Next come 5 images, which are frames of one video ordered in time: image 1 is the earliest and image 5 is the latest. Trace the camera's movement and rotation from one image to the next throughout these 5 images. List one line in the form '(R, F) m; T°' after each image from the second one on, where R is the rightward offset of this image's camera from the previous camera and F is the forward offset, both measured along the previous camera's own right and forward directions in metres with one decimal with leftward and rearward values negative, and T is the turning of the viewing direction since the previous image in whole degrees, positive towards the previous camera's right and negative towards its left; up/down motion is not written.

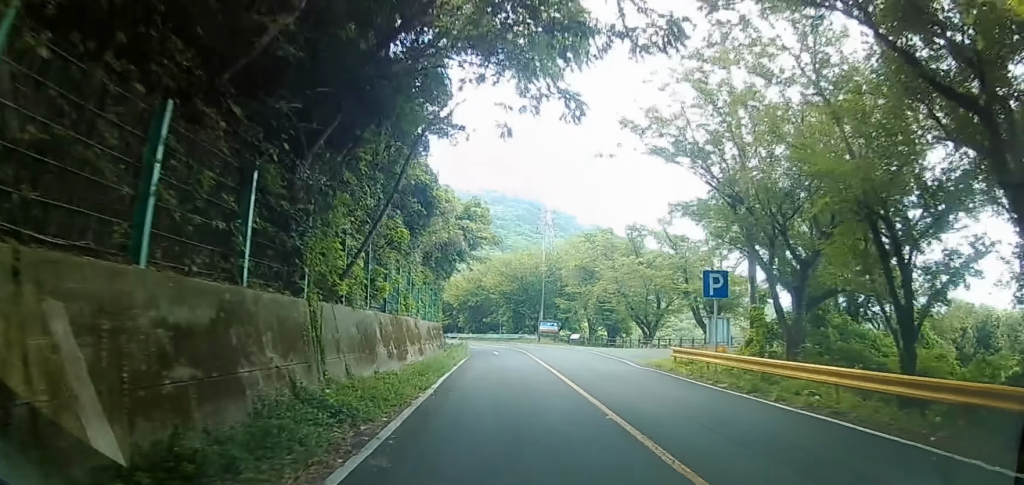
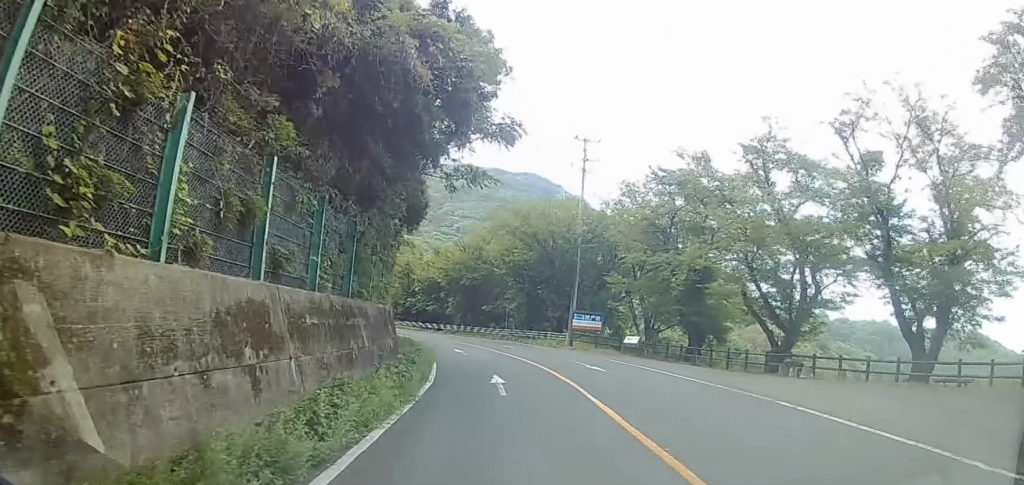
(+0.3, +21.7) m; +3°
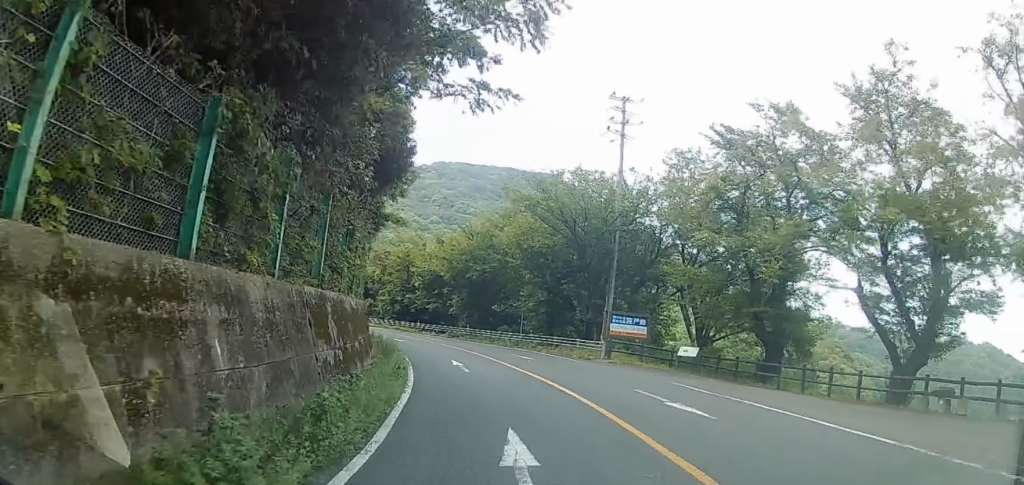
(-0.2, +8.2) m; 0°
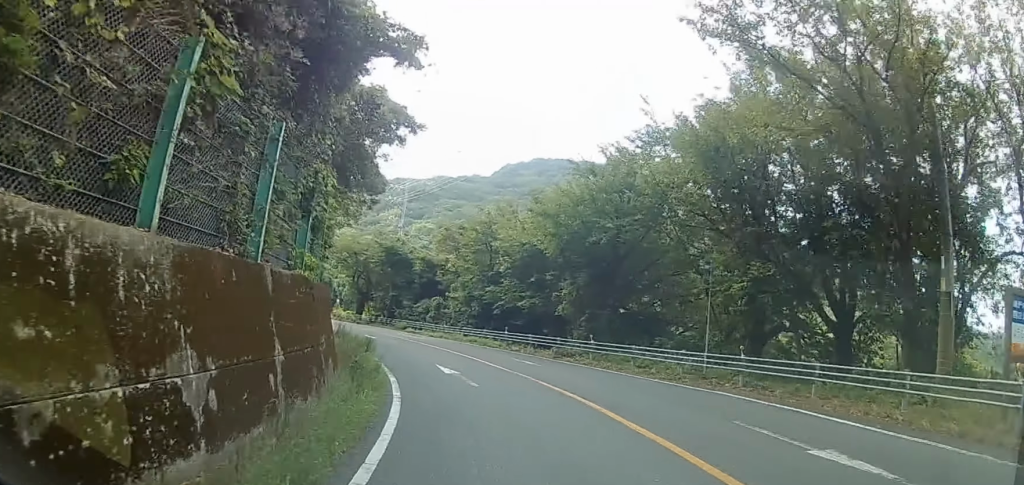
(-0.5, +19.2) m; -6°
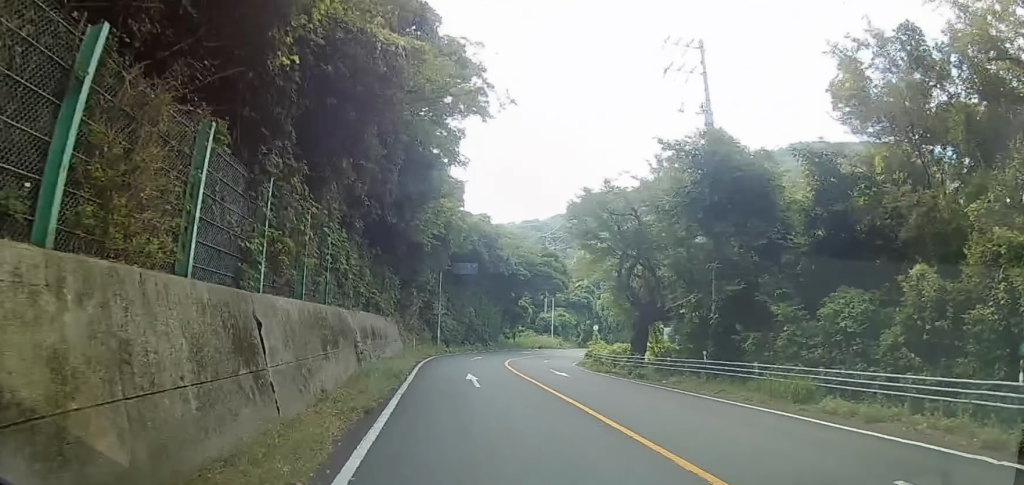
(-7.0, +30.3) m; -28°
